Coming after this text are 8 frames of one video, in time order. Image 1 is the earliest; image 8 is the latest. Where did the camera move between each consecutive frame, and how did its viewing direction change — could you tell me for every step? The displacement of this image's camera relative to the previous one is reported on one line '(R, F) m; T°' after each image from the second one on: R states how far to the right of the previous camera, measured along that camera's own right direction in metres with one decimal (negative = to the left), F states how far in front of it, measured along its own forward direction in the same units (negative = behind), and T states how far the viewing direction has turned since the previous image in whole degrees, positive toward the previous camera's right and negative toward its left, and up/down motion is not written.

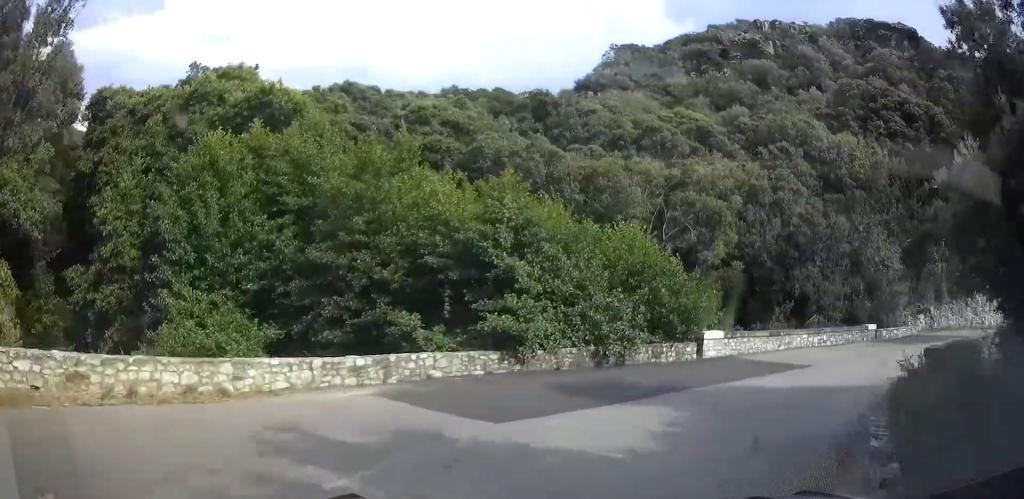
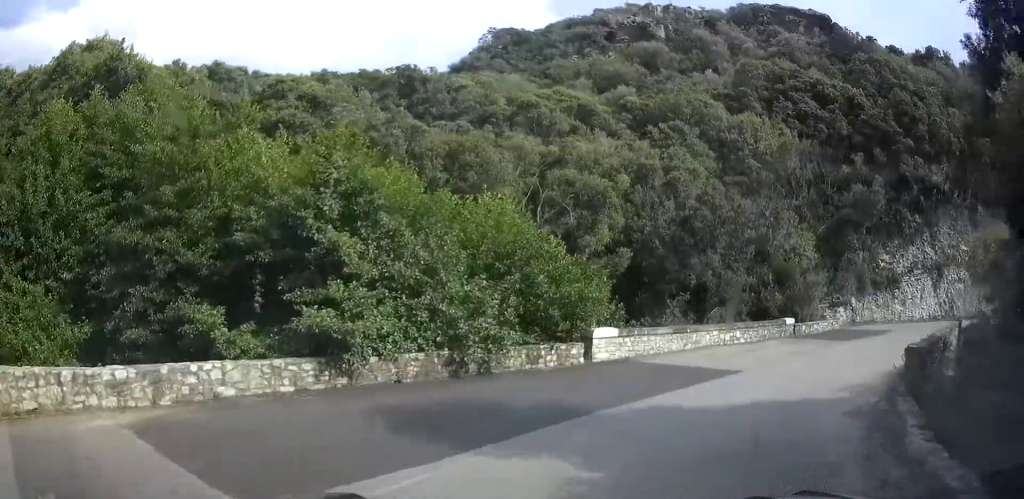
(+0.3, +4.0) m; +23°
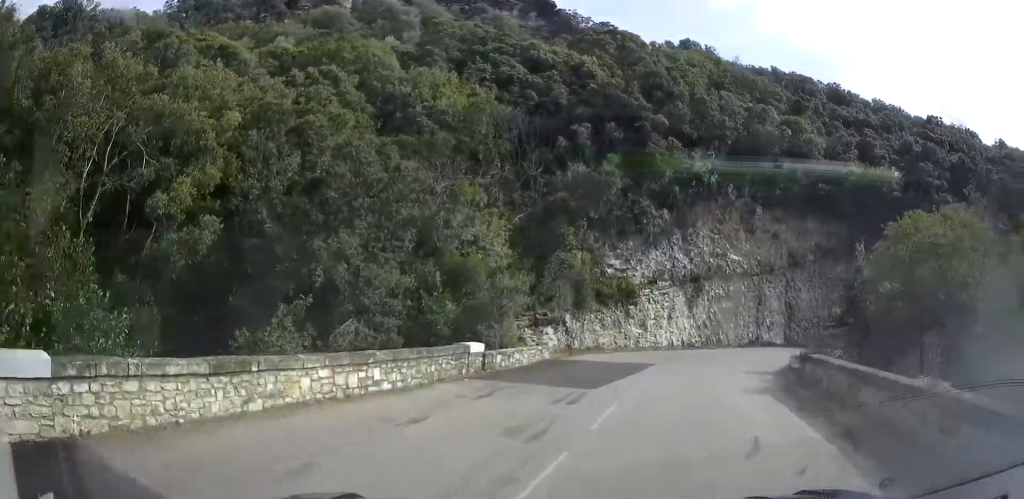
(+5.8, +9.8) m; +40°
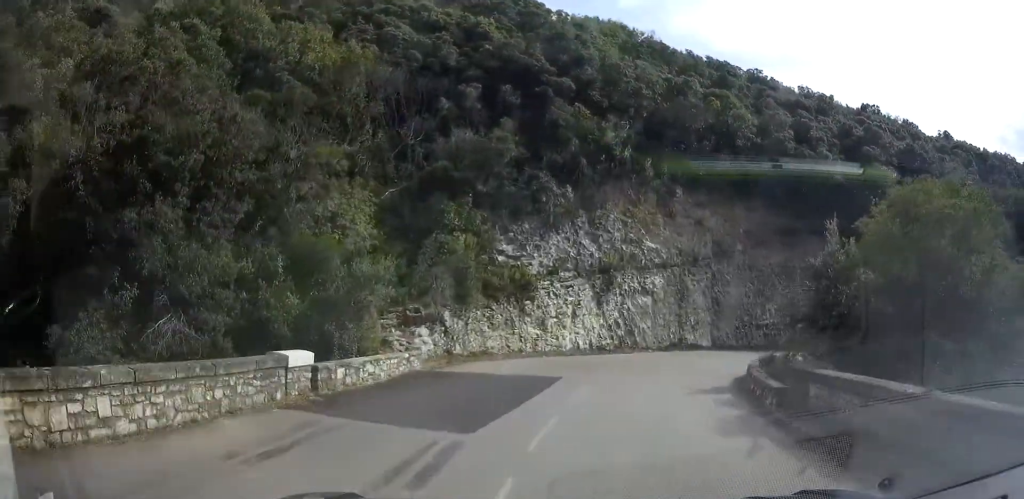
(0.0, +5.5) m; 0°
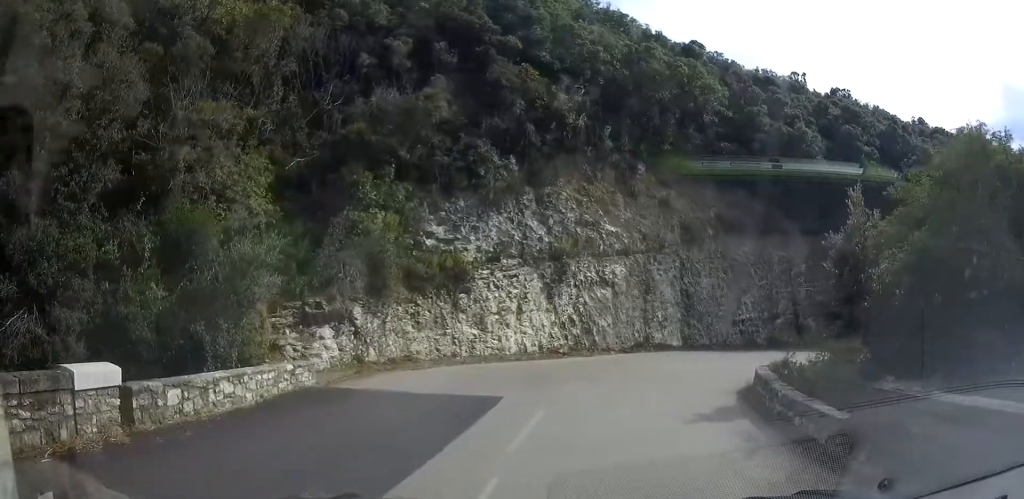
(0.0, +4.4) m; +3°
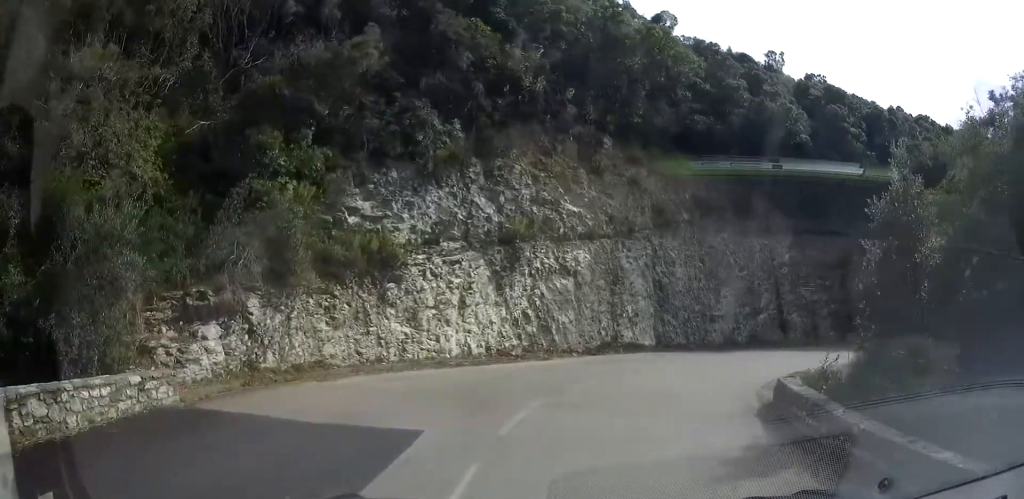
(-0.1, +3.8) m; +4°
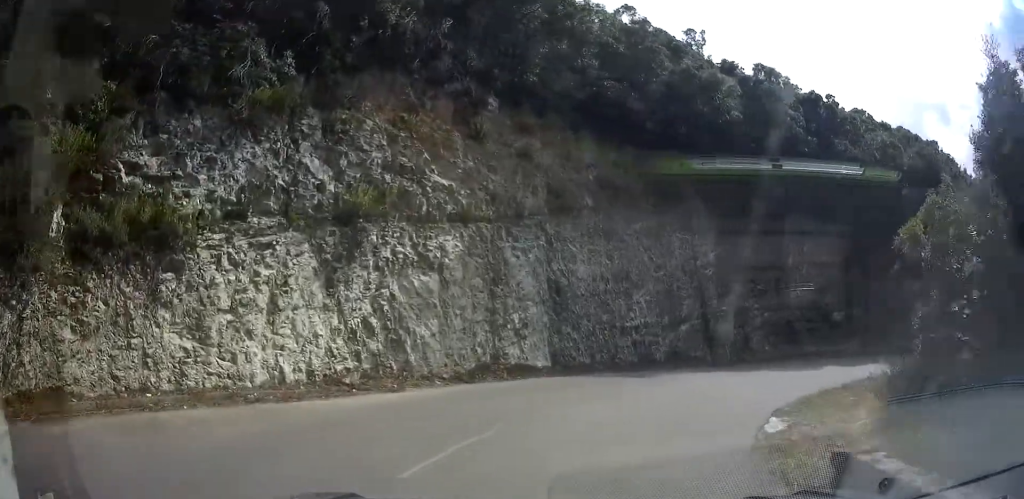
(+0.2, +6.2) m; +17°
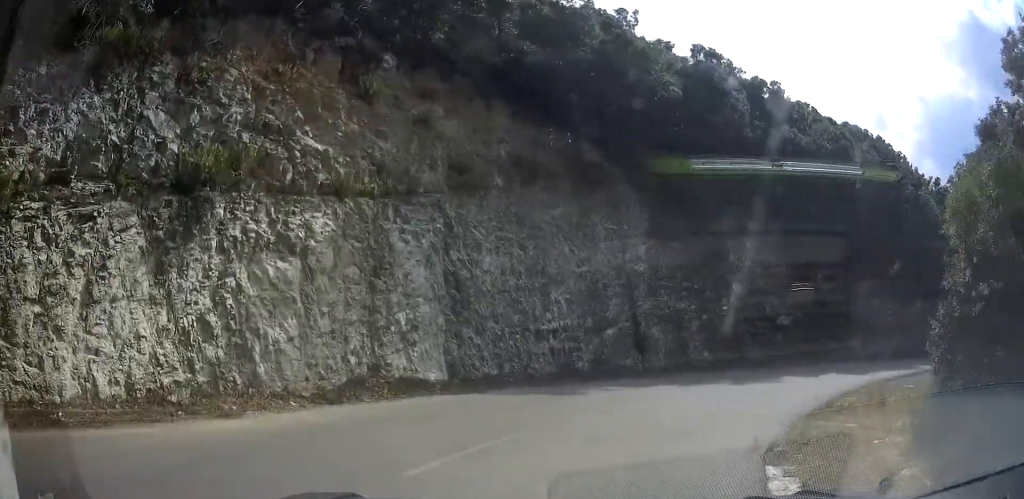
(+0.7, +3.8) m; +14°
